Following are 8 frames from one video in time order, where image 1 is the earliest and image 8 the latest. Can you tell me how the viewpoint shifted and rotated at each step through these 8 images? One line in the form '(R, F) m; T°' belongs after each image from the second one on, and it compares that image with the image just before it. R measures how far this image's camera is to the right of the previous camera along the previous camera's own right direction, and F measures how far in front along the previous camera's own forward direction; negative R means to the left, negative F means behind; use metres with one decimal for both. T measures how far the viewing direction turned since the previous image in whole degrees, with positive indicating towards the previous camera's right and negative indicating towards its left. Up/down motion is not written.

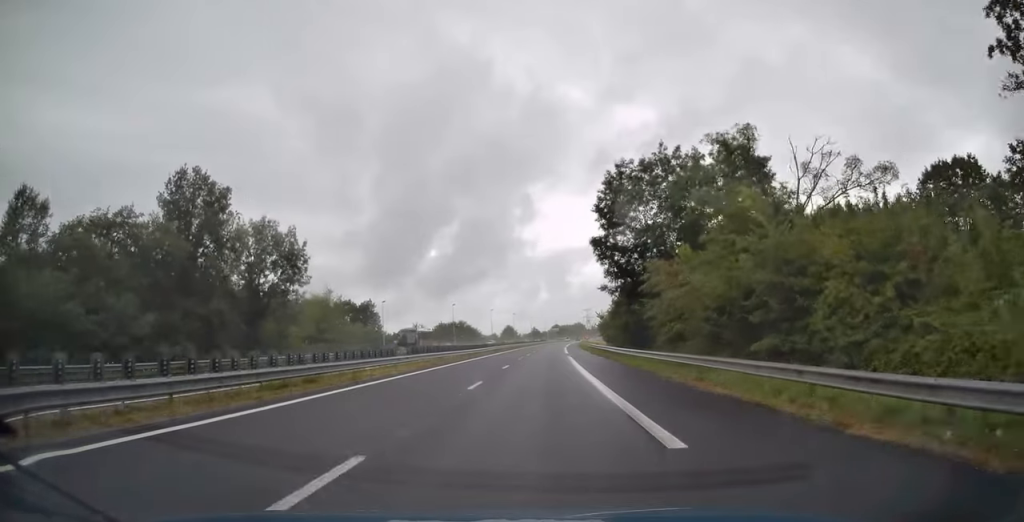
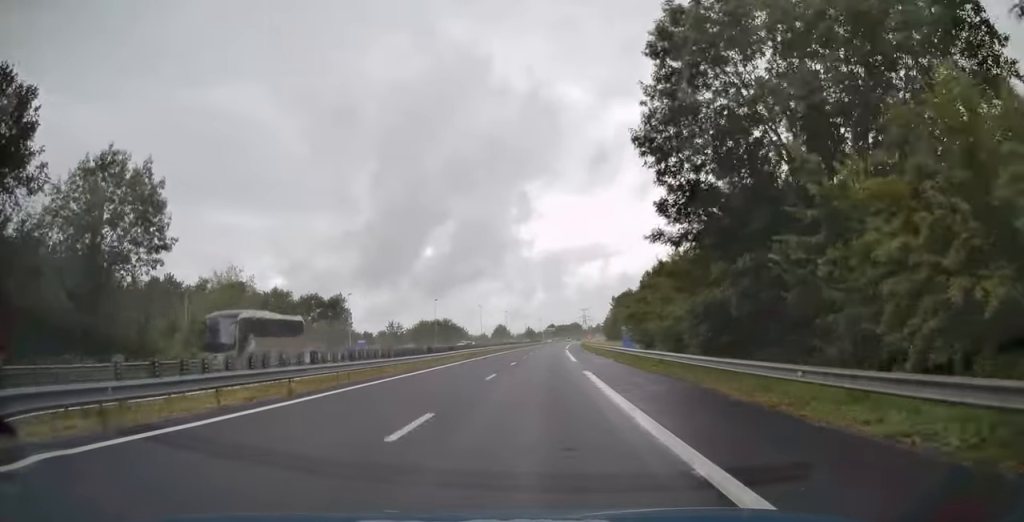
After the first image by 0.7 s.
(+0.2, +21.9) m; +1°
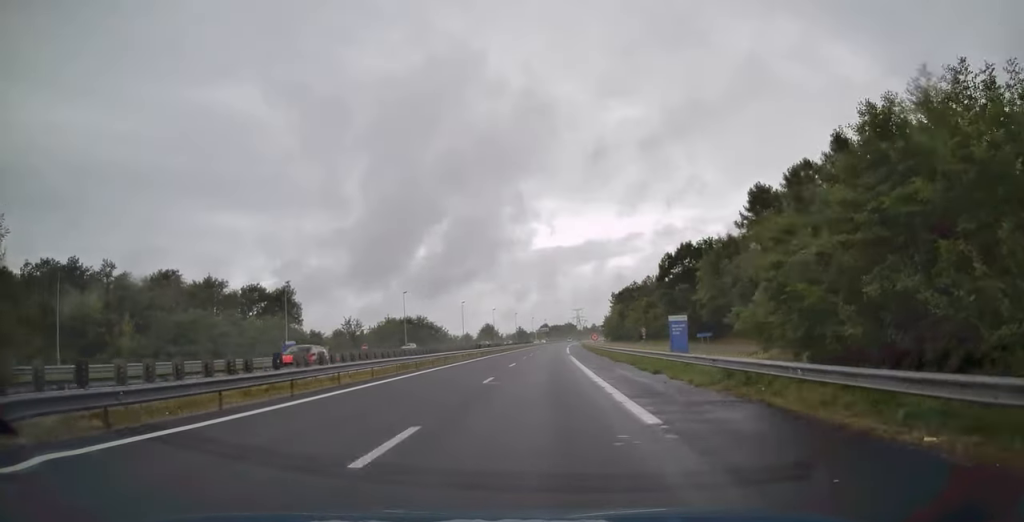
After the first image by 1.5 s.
(+0.3, +27.9) m; +1°
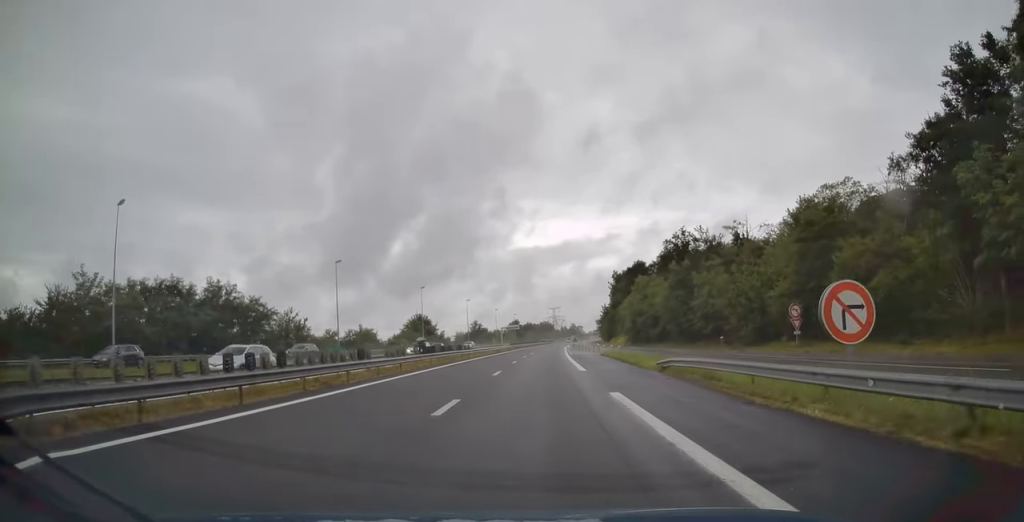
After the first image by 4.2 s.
(+1.5, +86.6) m; +2°
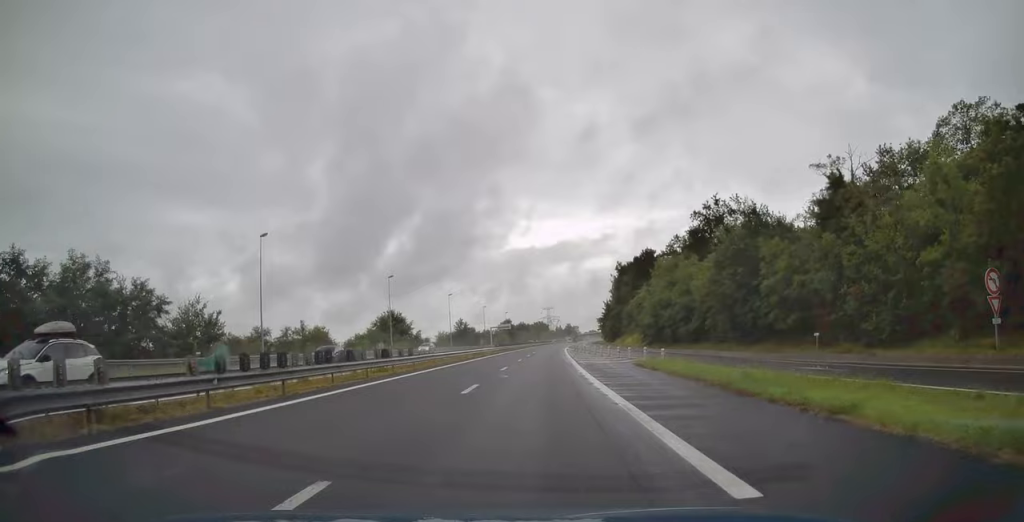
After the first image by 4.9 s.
(0.0, +21.4) m; +1°
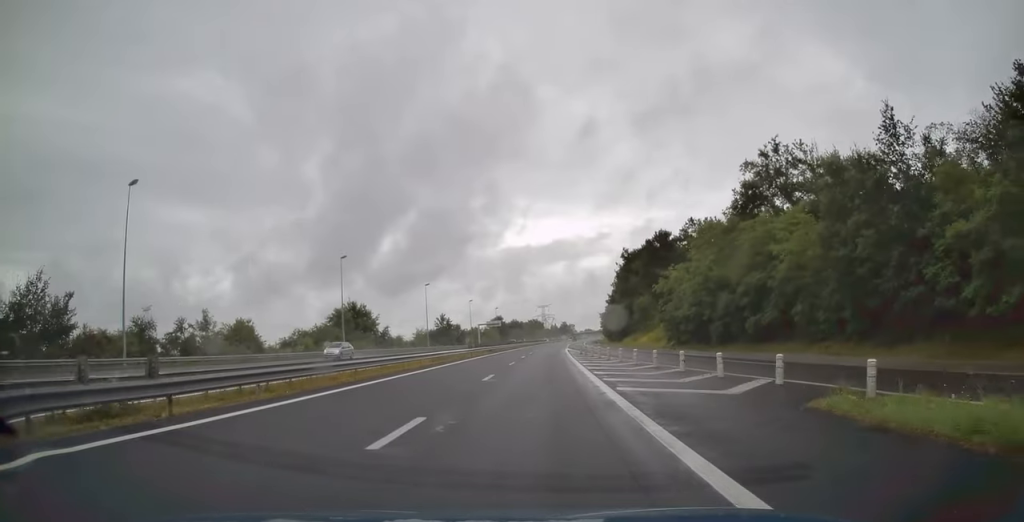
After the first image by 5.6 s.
(+0.2, +21.4) m; 0°
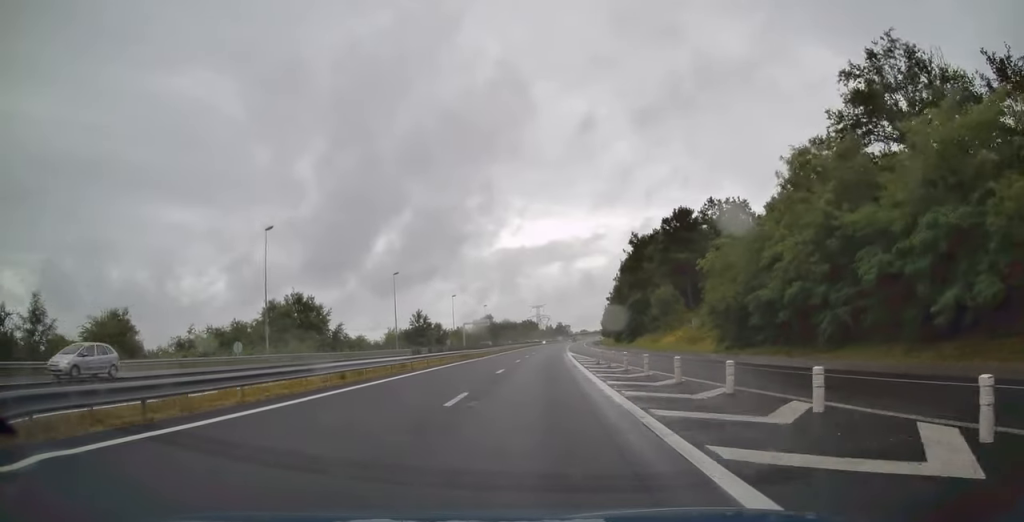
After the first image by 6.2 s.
(0.0, +20.9) m; 0°
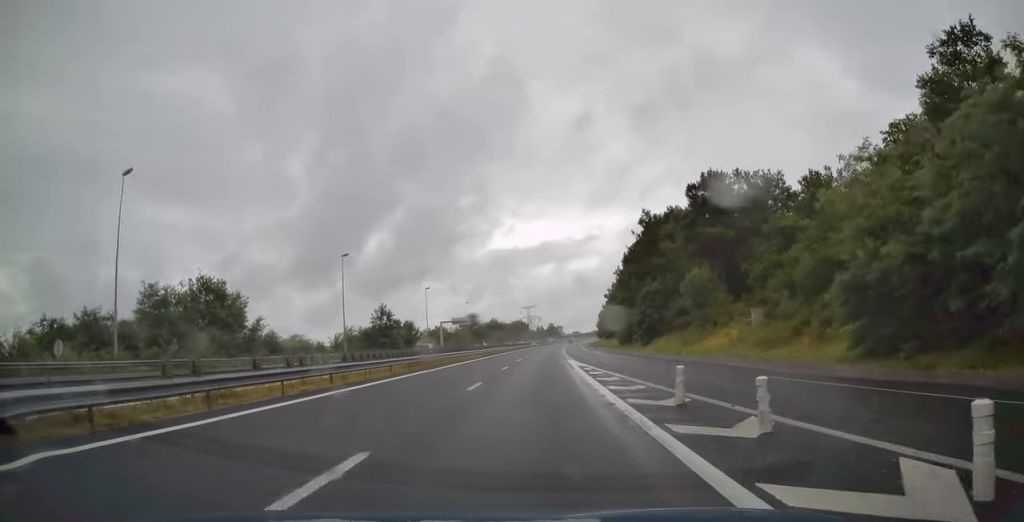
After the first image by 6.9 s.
(0.0, +21.4) m; 0°
